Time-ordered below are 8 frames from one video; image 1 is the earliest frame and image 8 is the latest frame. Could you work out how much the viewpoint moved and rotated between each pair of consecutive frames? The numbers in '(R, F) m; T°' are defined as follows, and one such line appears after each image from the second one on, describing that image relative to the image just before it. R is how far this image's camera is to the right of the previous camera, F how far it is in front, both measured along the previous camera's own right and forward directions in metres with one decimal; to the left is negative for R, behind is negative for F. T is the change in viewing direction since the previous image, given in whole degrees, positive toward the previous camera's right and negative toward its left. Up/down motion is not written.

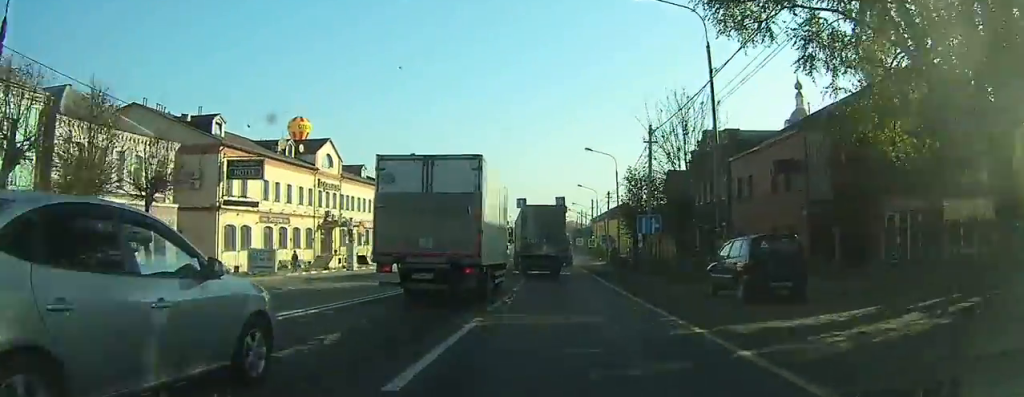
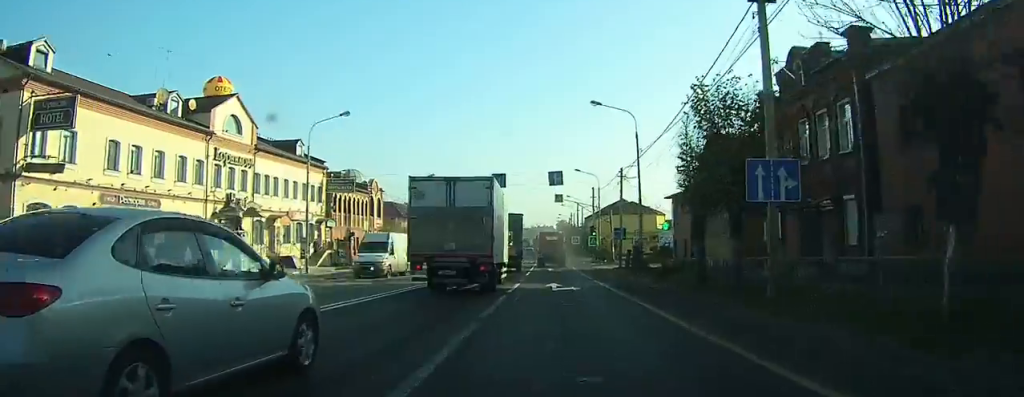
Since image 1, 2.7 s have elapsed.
(-0.3, +19.1) m; -1°
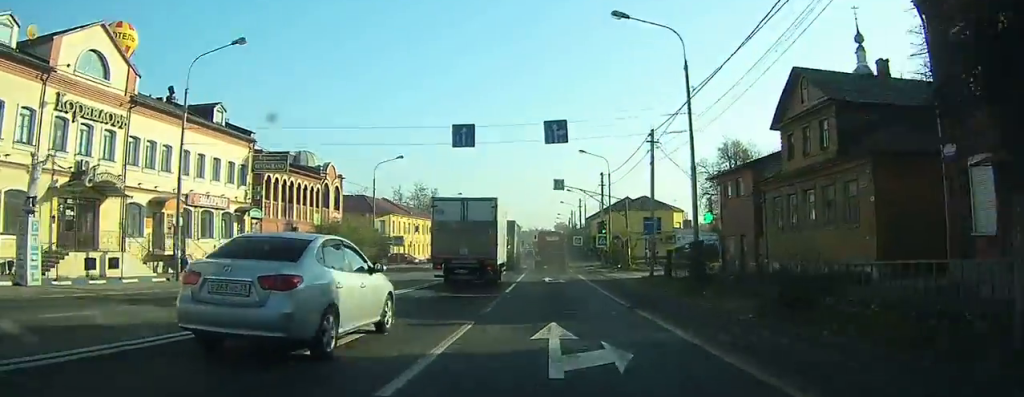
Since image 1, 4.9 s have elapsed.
(+0.1, +14.7) m; -1°
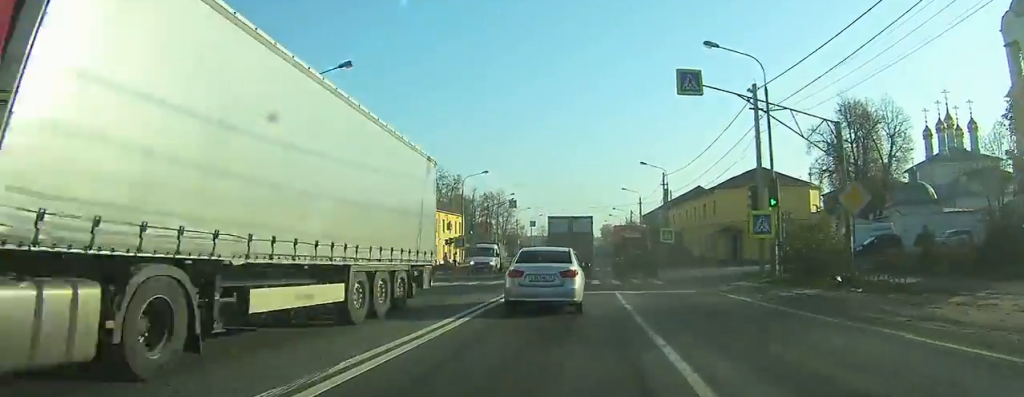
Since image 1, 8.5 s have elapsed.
(-0.8, +27.0) m; 0°
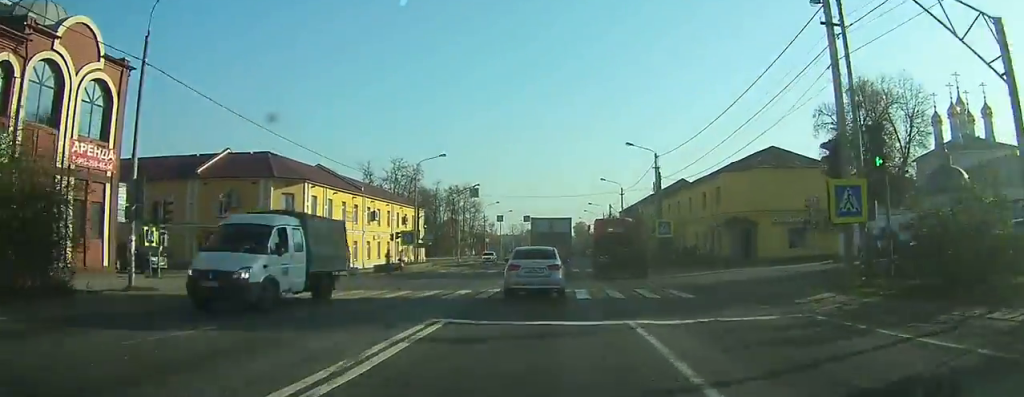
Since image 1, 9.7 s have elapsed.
(+0.4, +10.0) m; +2°
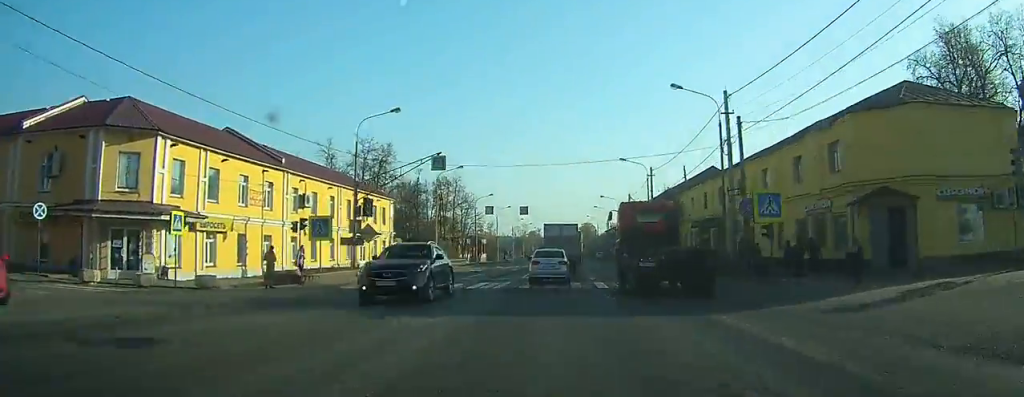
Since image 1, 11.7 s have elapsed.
(+0.3, +18.3) m; +1°
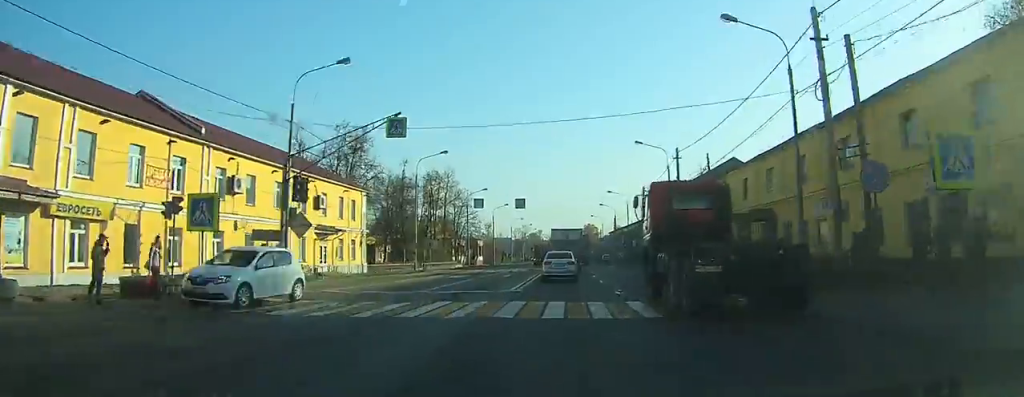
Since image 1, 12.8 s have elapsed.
(0.0, +10.2) m; 0°
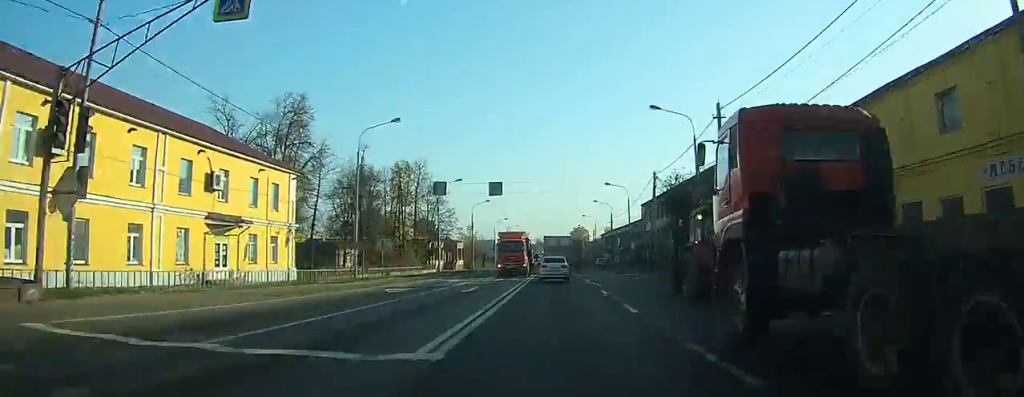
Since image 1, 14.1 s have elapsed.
(0.0, +13.2) m; 0°
